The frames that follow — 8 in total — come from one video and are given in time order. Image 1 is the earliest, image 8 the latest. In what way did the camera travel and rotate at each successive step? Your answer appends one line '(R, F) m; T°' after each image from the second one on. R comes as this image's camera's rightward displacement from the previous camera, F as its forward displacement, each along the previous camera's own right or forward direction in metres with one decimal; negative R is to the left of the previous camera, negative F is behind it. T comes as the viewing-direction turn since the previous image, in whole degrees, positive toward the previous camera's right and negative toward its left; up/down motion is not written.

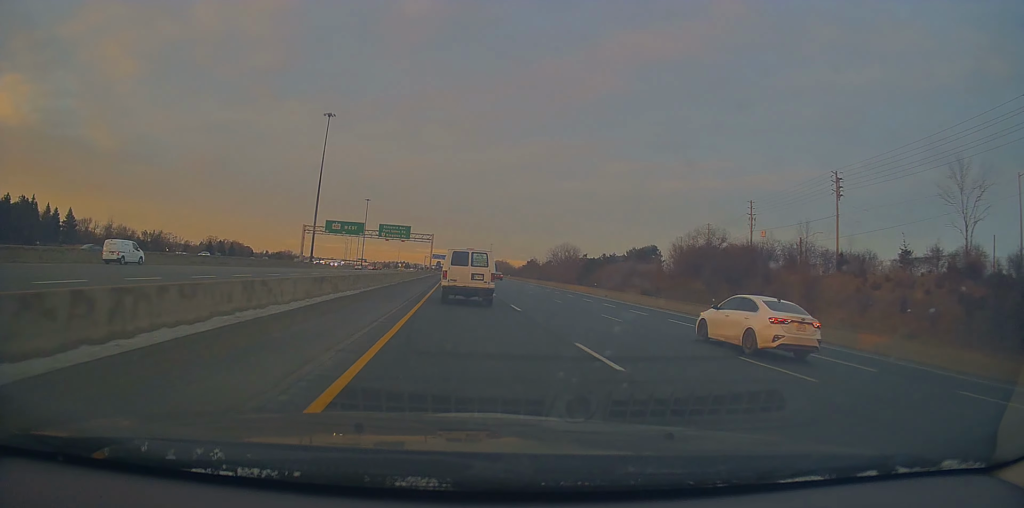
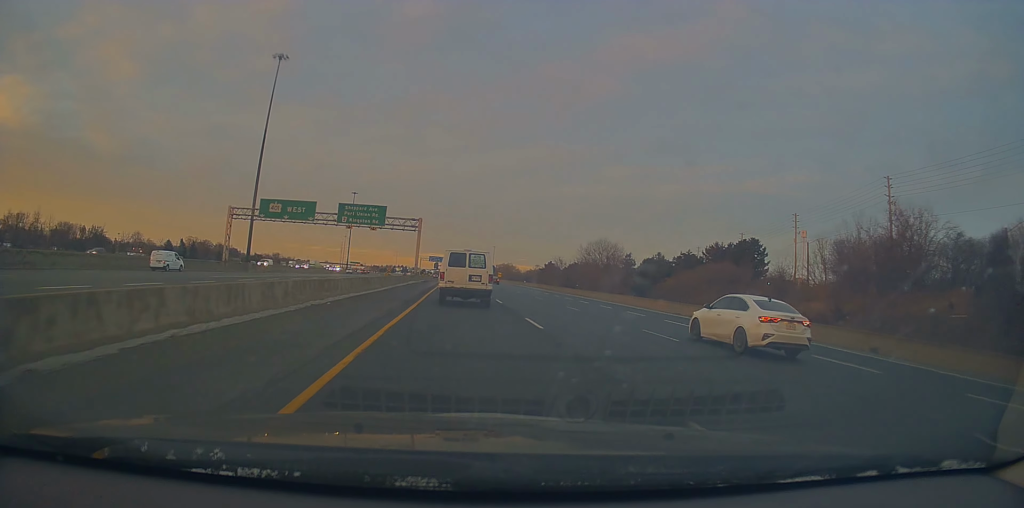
(+0.6, +42.0) m; 0°
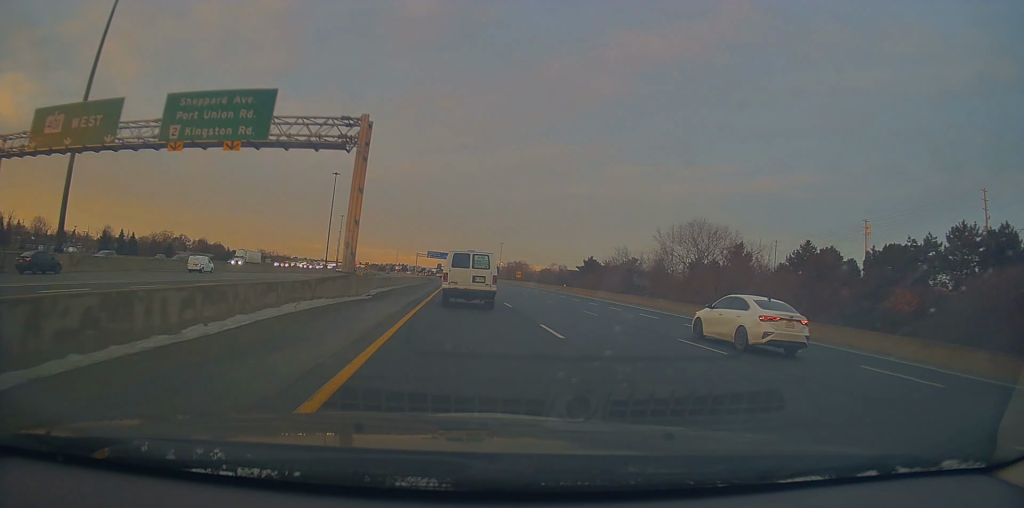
(-0.5, +49.3) m; 0°
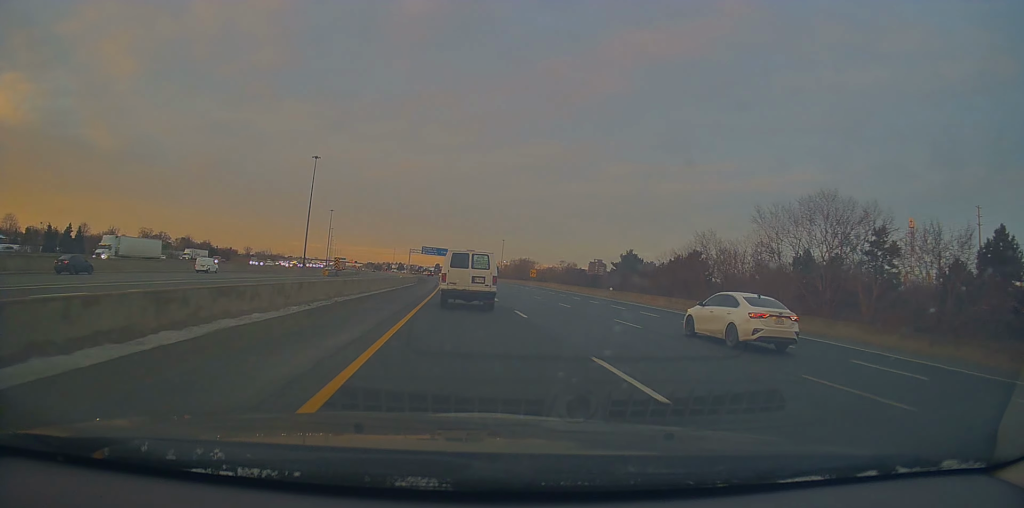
(-0.1, +29.9) m; -1°
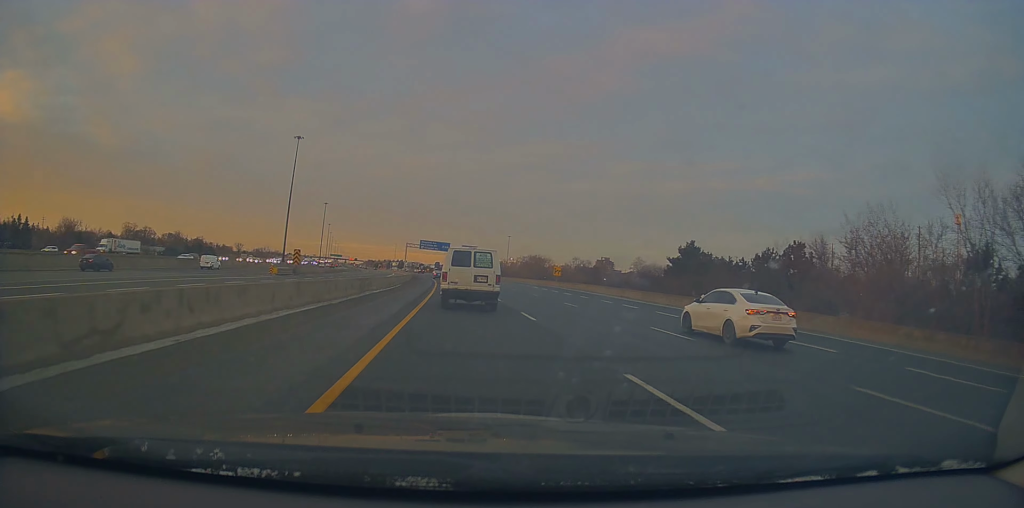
(-0.2, +25.3) m; +1°
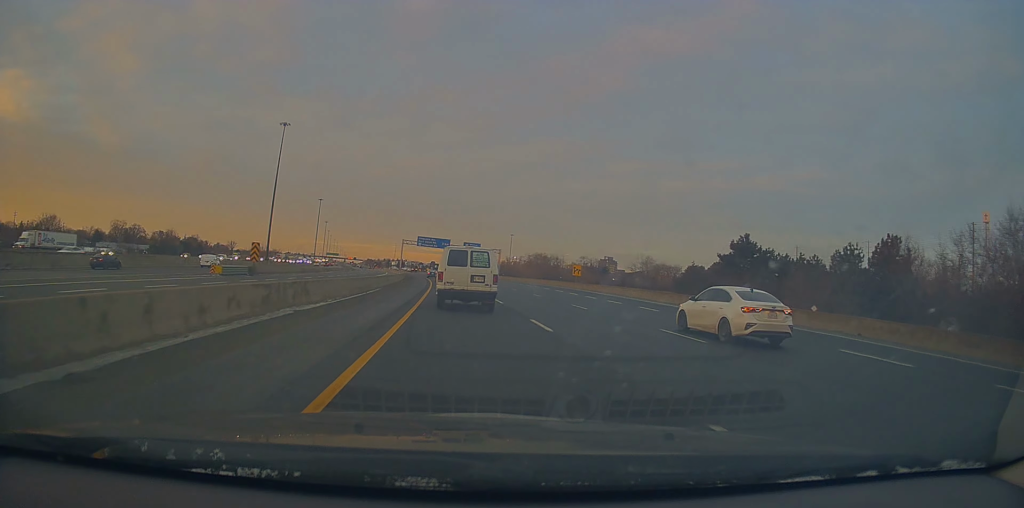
(+0.1, +14.8) m; 0°
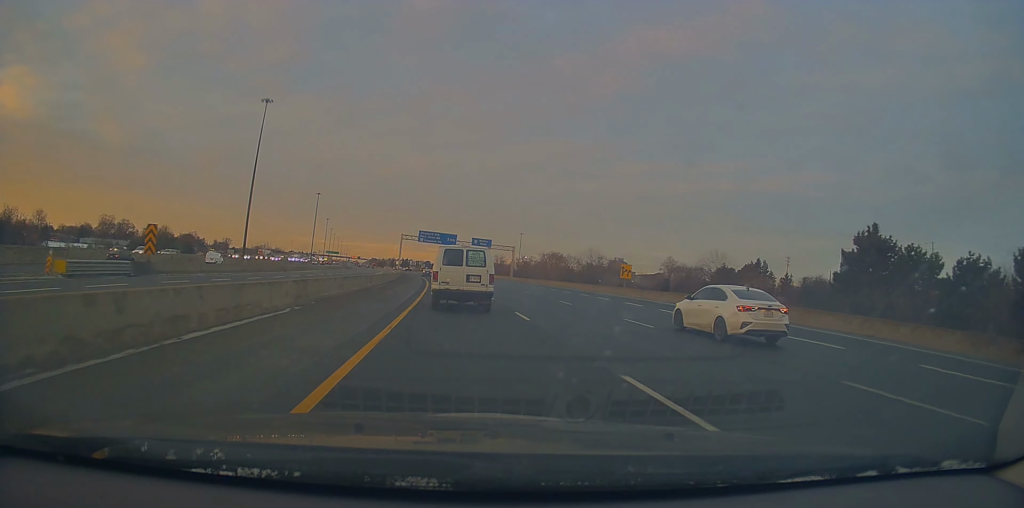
(+0.3, +20.9) m; 0°
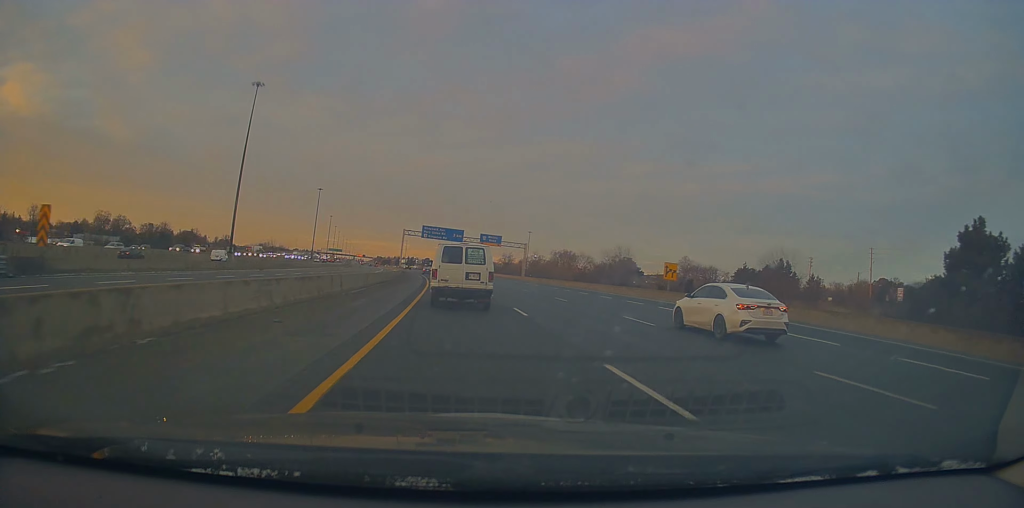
(-0.2, +11.2) m; -1°
